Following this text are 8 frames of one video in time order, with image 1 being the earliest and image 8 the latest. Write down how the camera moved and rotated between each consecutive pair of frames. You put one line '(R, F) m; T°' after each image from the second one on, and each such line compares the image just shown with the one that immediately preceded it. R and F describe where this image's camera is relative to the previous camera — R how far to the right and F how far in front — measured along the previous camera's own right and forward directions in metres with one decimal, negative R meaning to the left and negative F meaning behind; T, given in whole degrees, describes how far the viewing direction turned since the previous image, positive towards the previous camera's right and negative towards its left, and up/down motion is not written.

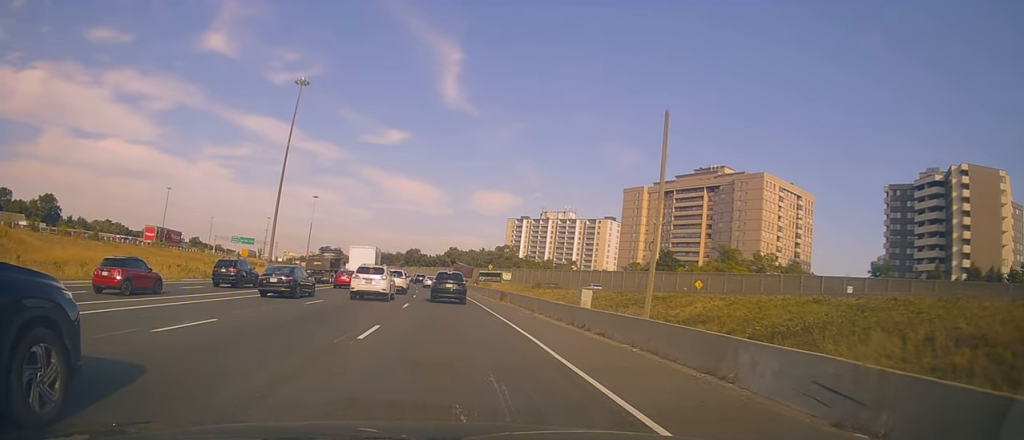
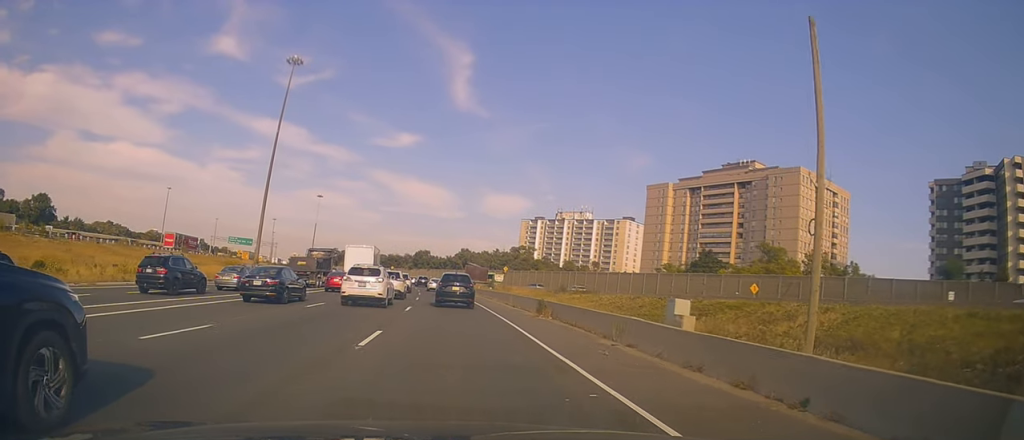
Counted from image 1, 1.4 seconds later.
(+0.2, +14.3) m; -3°
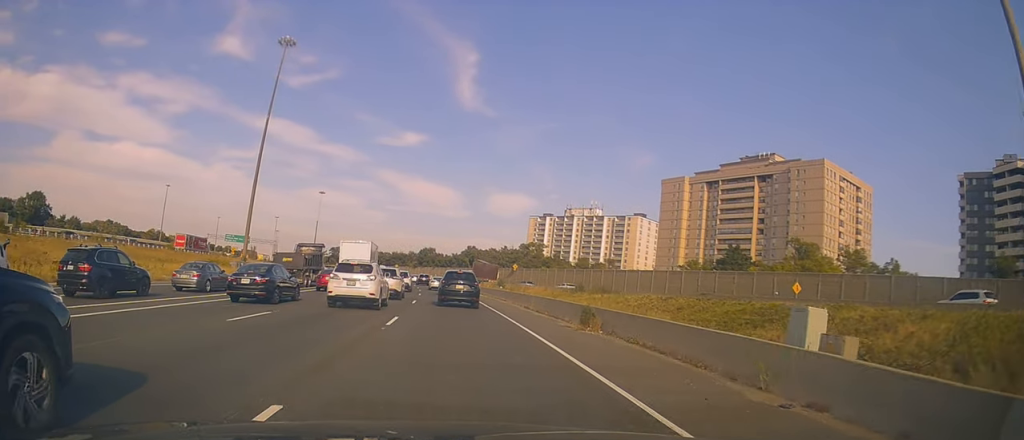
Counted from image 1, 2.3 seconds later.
(-0.7, +8.4) m; -2°
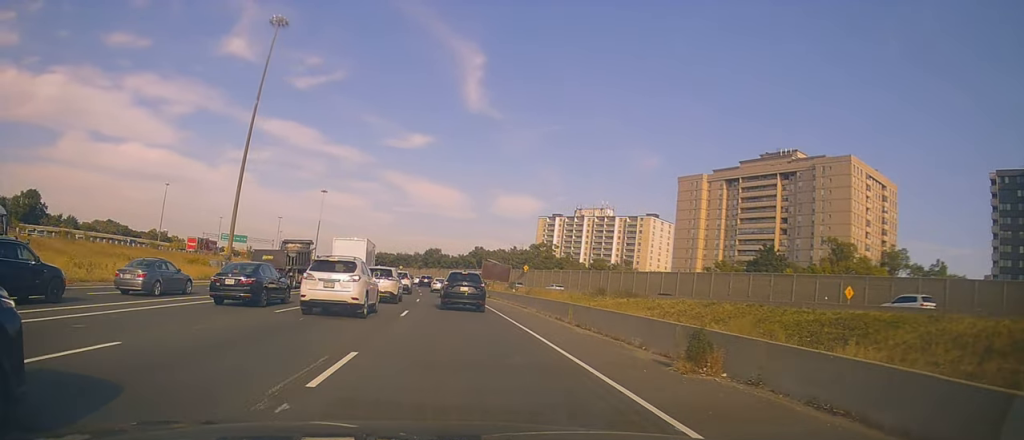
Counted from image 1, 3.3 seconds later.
(+0.3, +8.5) m; +1°
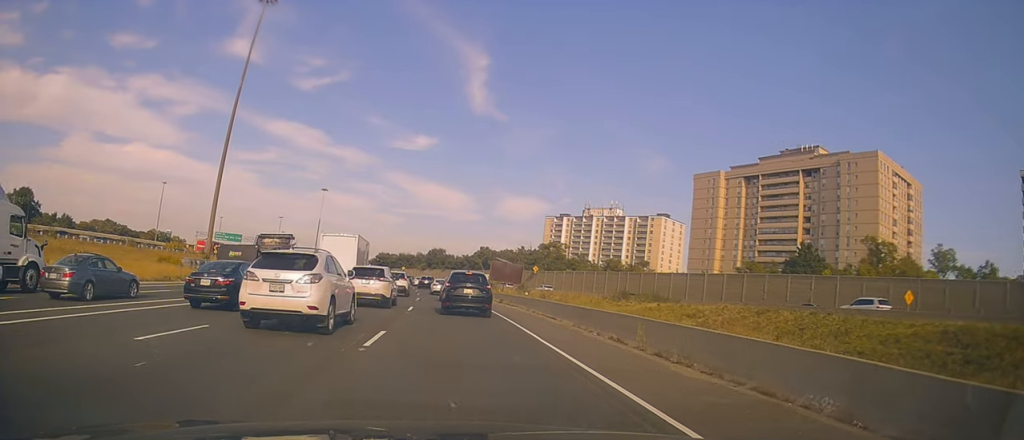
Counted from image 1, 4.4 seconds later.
(-0.1, +8.4) m; -3°
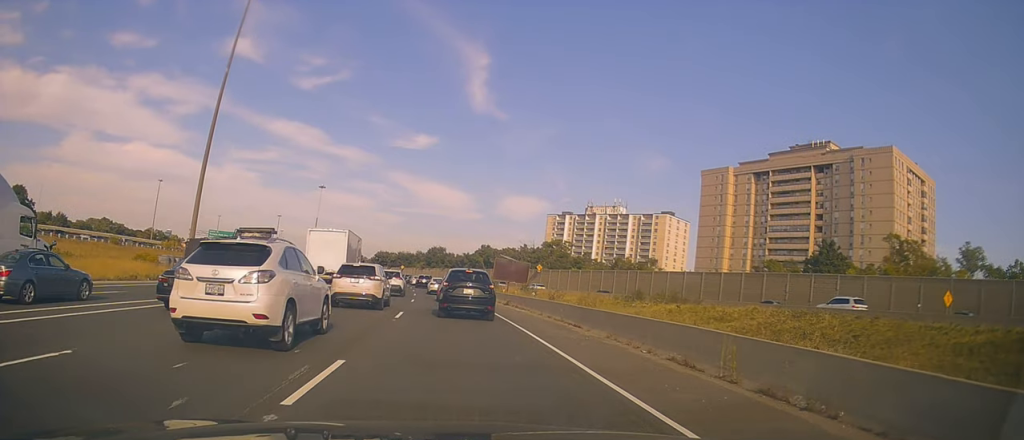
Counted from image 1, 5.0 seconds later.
(-0.1, +5.0) m; -2°
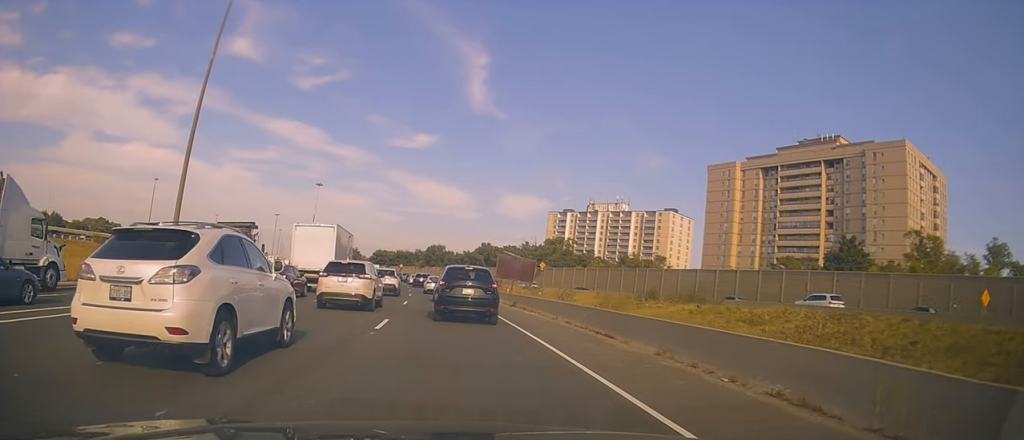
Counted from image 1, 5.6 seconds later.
(0.0, +4.6) m; -1°
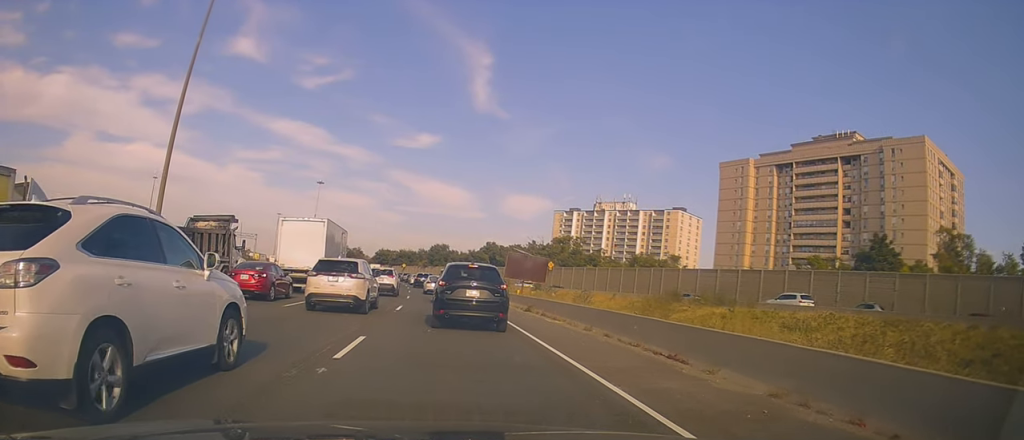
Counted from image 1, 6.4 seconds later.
(-0.1, +5.7) m; +3°
